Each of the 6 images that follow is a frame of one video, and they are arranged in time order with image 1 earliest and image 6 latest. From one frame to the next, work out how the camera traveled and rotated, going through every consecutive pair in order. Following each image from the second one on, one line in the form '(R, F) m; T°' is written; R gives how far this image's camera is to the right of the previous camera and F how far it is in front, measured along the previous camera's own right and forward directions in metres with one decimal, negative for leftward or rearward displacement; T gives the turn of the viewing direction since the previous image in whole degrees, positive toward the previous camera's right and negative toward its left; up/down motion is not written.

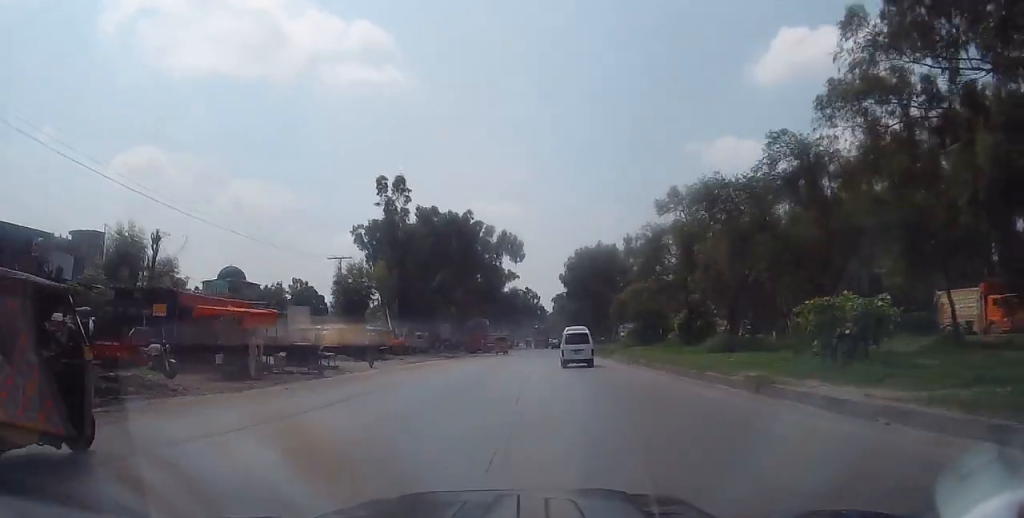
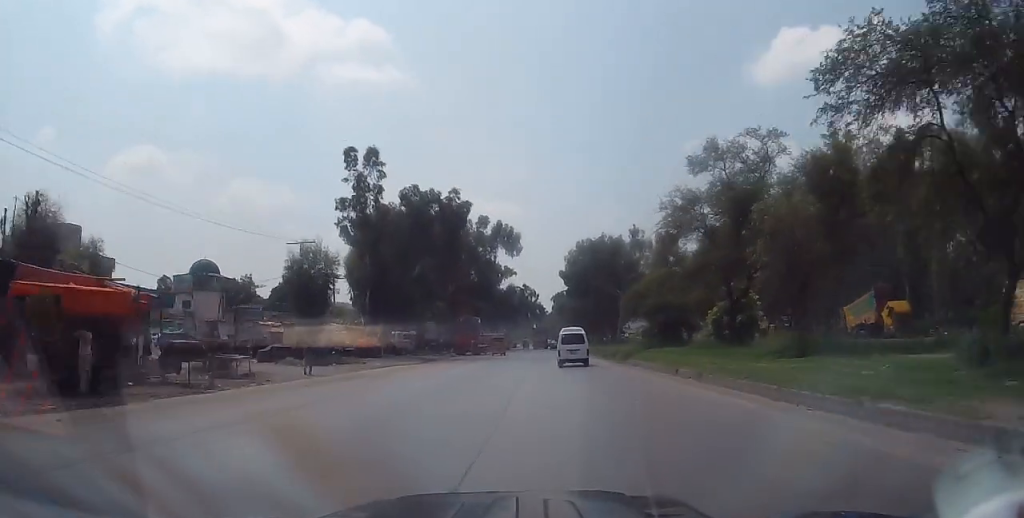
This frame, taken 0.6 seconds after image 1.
(+0.1, +9.2) m; 0°
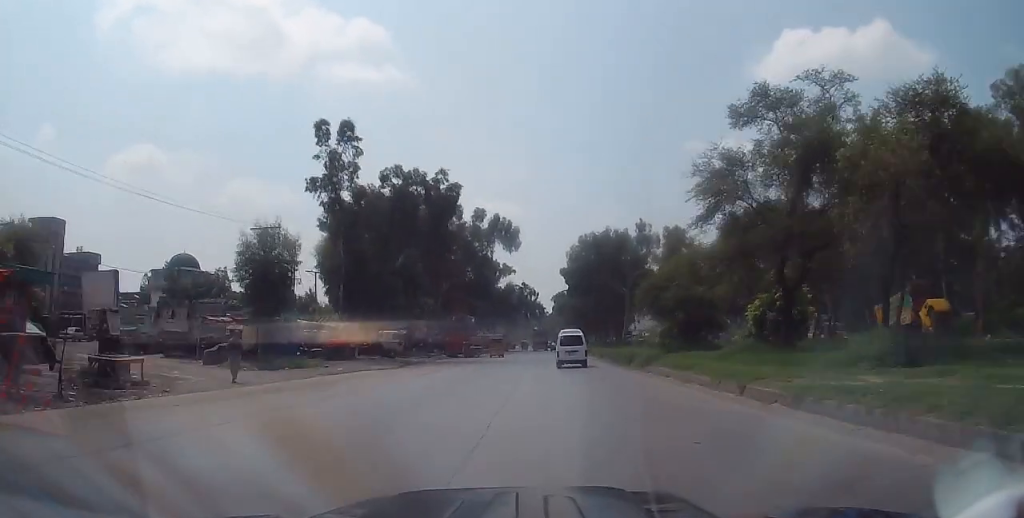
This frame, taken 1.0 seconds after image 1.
(+0.3, +6.6) m; 0°
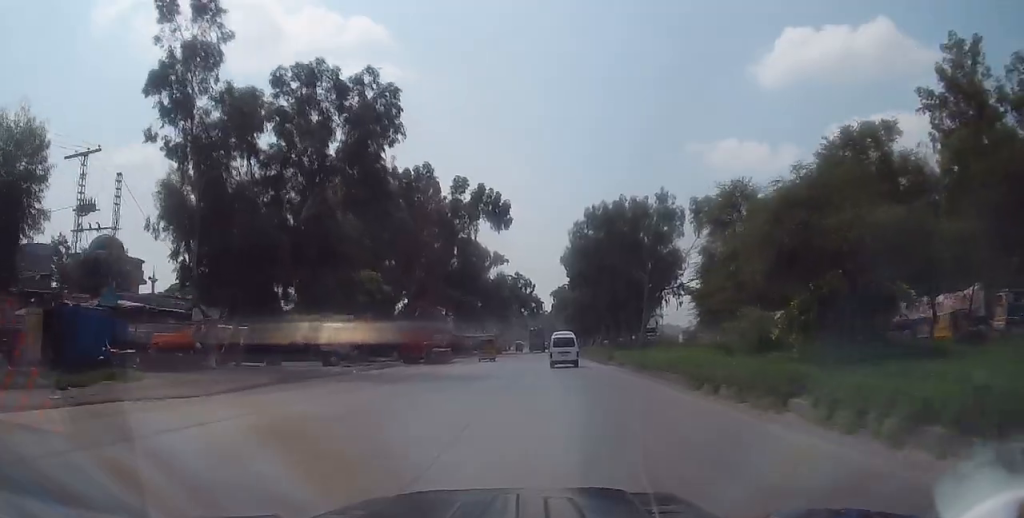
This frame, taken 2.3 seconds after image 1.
(-0.6, +18.9) m; +1°
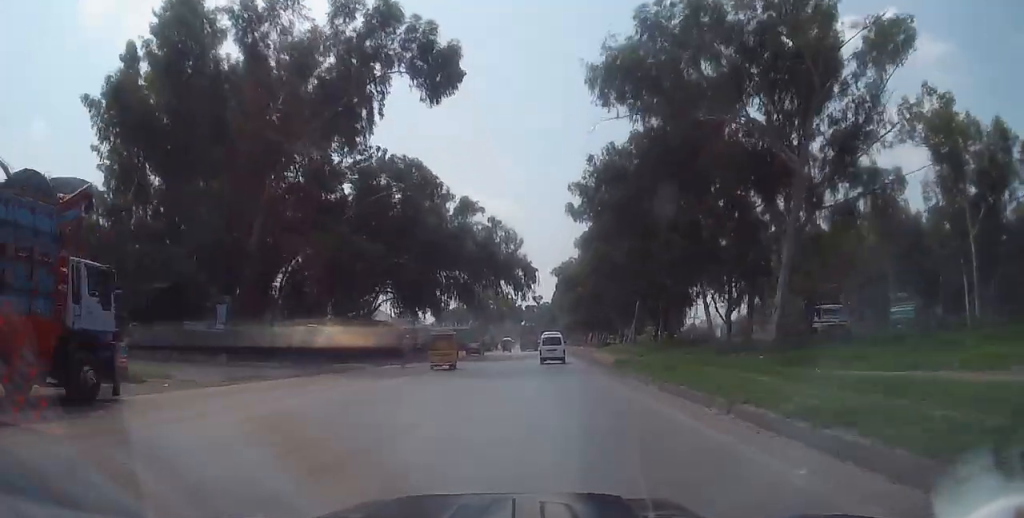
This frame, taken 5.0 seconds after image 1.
(+0.9, +43.9) m; 0°
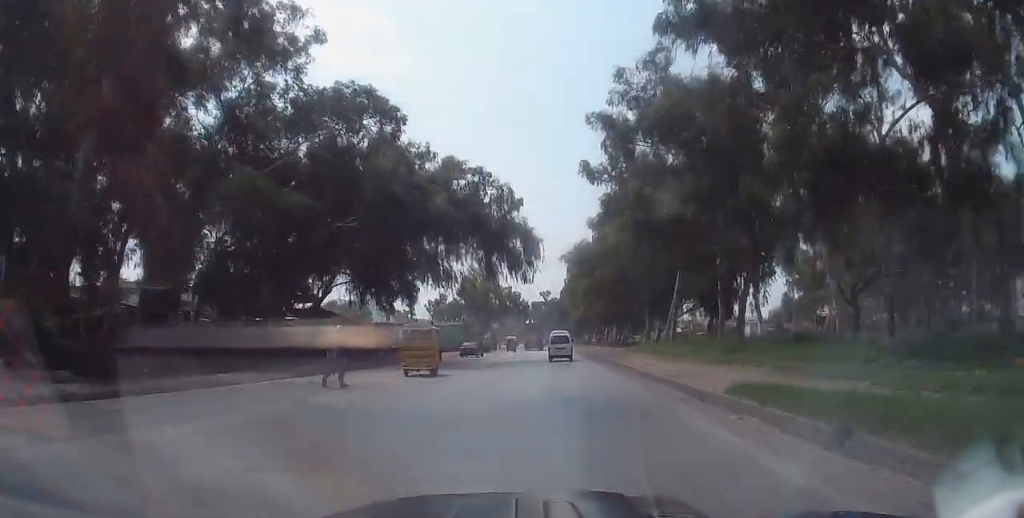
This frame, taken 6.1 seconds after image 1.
(0.0, +17.1) m; -1°
